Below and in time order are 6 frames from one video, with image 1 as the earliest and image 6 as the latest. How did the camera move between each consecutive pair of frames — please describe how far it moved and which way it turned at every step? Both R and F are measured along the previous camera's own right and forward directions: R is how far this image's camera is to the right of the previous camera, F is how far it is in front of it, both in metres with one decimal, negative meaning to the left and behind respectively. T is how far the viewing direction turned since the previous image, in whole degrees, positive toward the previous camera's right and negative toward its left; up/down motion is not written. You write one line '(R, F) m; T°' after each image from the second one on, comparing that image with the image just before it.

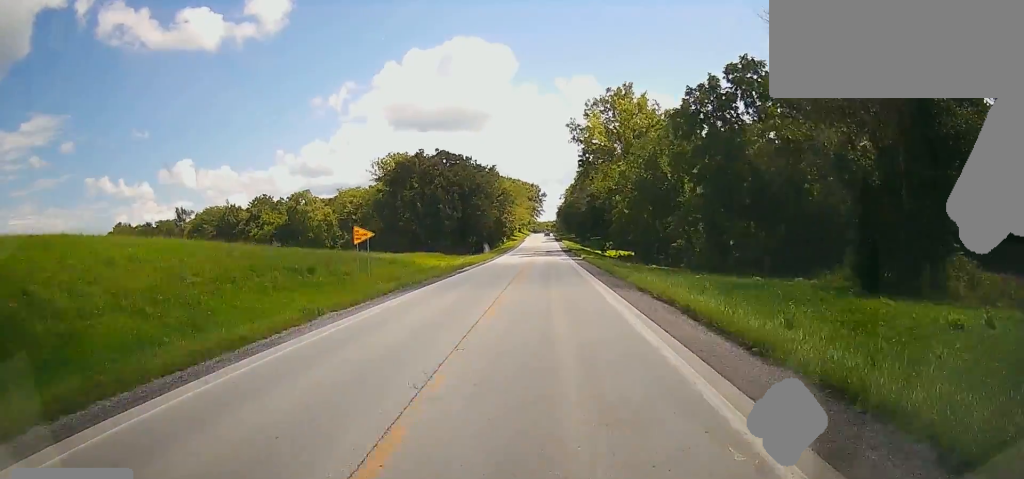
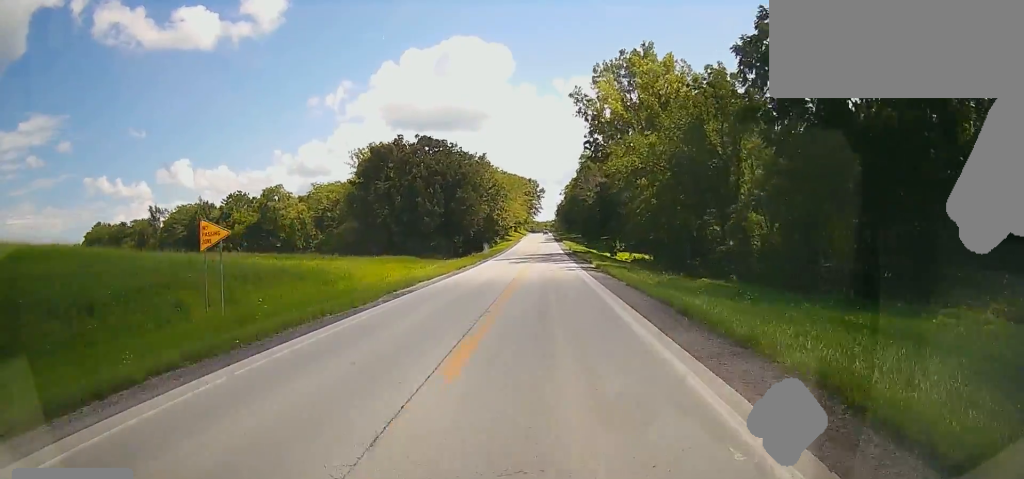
(-0.1, +15.9) m; 0°
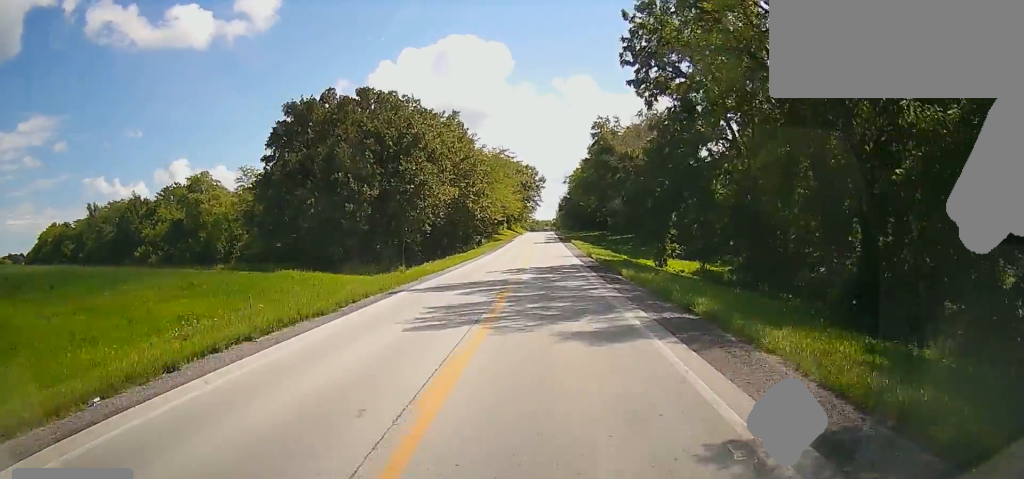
(+0.3, +36.7) m; 0°
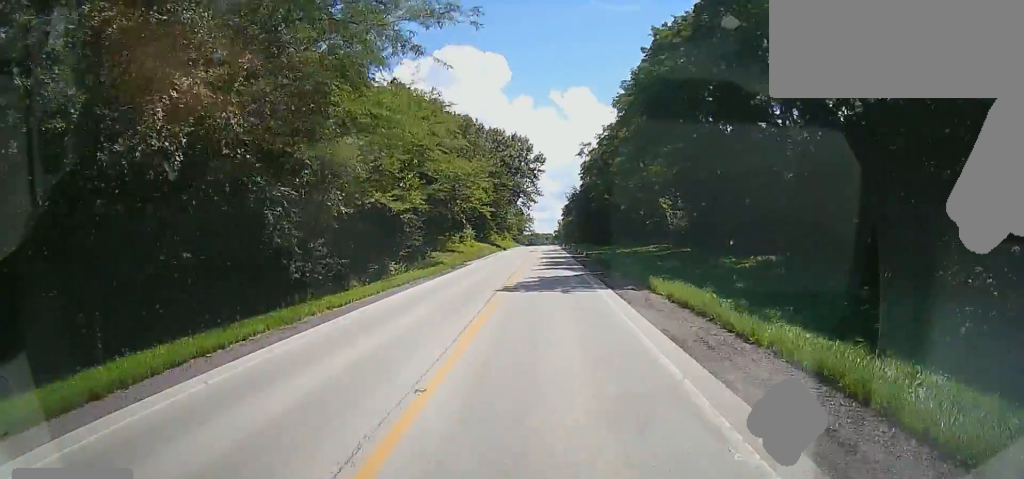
(-0.8, +72.1) m; 0°
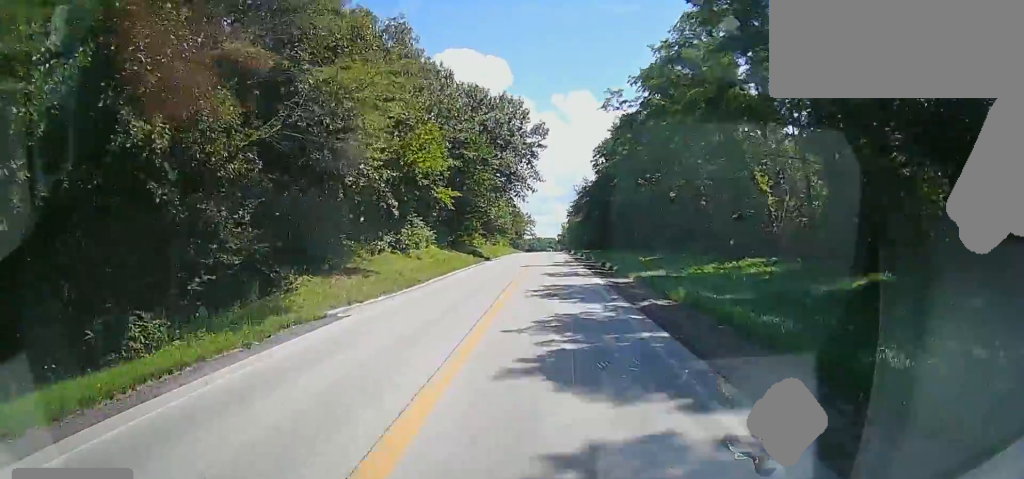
(+0.2, +32.4) m; 0°
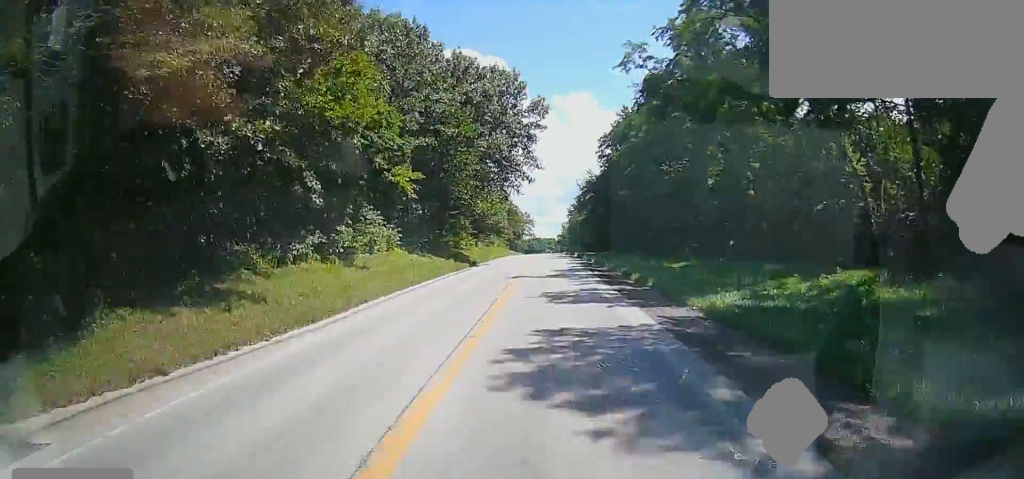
(0.0, +11.3) m; 0°
